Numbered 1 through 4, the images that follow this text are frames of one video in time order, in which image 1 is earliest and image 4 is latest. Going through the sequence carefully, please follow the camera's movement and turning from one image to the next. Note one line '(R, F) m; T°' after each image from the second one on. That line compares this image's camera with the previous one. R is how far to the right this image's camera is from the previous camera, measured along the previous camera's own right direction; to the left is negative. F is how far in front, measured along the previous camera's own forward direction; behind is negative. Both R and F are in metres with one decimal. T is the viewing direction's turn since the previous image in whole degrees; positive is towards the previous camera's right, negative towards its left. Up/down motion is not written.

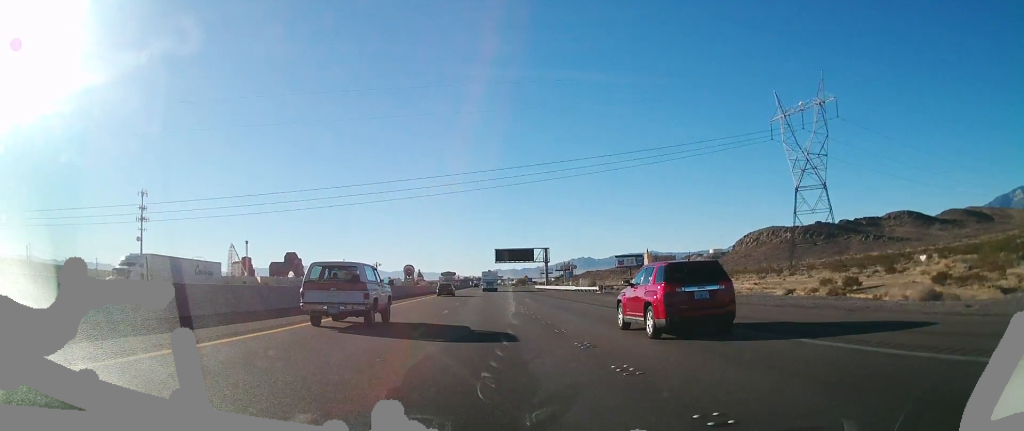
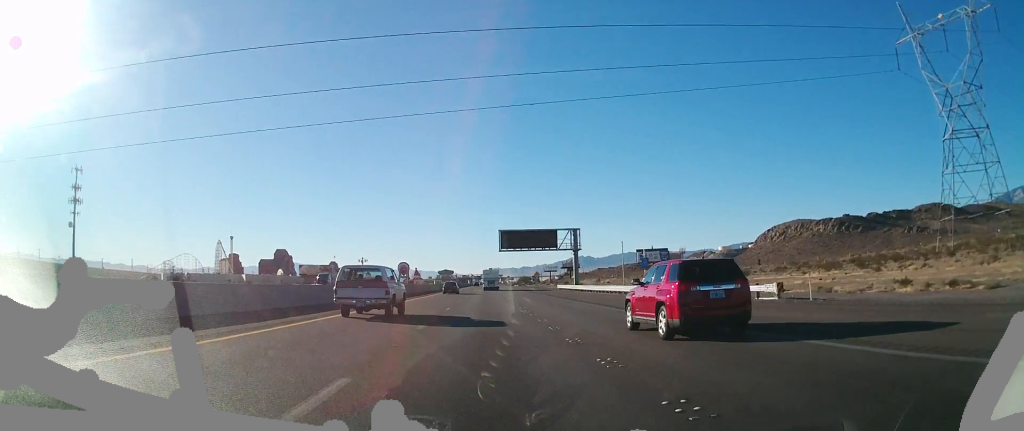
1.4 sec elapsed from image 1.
(-0.5, +46.7) m; -1°
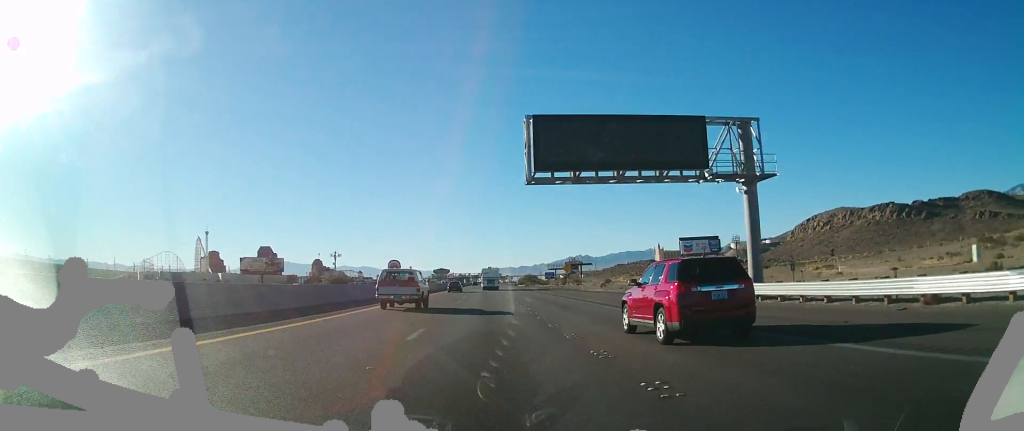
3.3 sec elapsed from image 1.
(0.0, +64.3) m; 0°
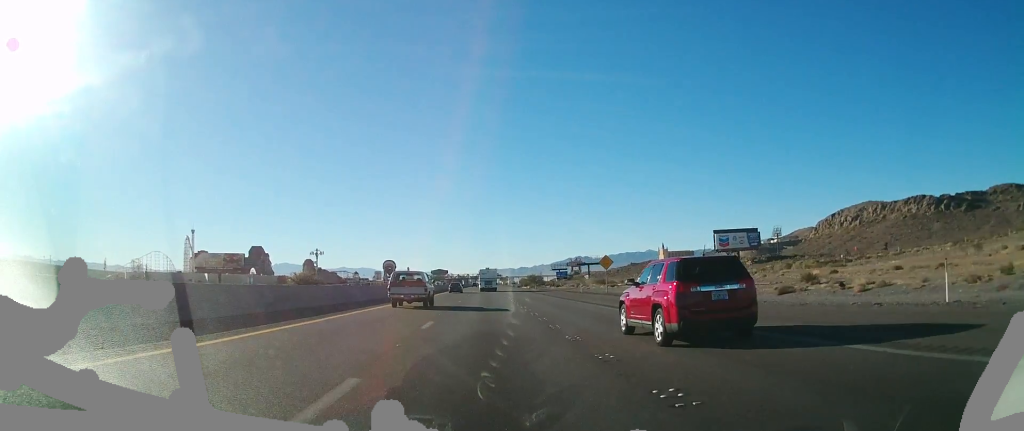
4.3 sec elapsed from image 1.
(0.0, +33.3) m; 0°
